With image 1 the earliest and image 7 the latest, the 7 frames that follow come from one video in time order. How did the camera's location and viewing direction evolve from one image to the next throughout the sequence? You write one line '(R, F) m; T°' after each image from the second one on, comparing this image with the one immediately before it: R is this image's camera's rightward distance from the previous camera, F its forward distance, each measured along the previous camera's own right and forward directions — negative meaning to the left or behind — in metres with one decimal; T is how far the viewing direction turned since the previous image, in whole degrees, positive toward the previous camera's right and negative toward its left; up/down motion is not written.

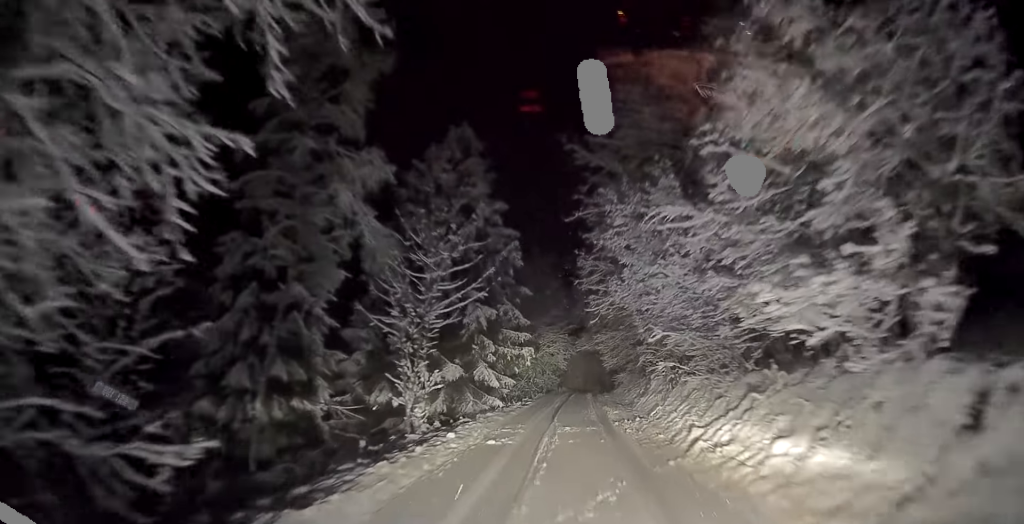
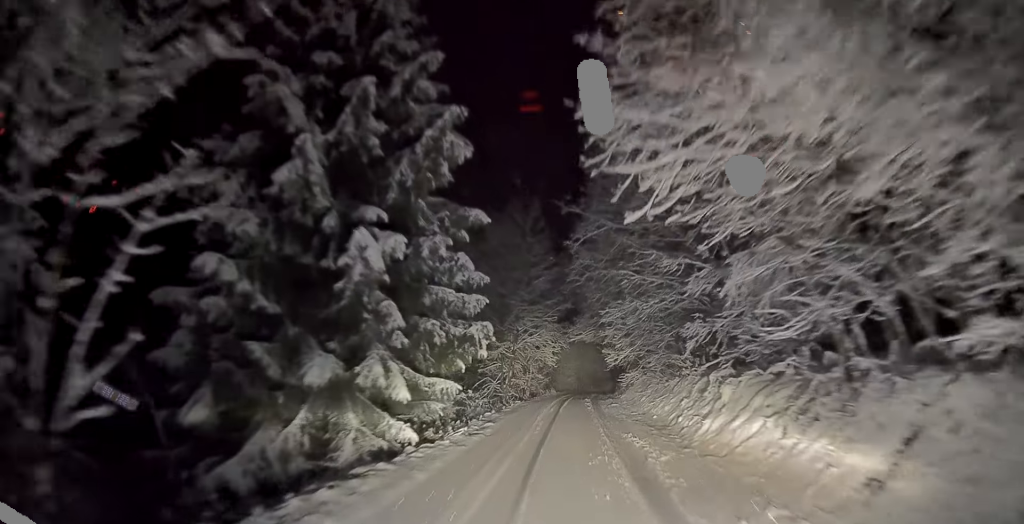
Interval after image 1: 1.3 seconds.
(+0.4, +10.8) m; +3°
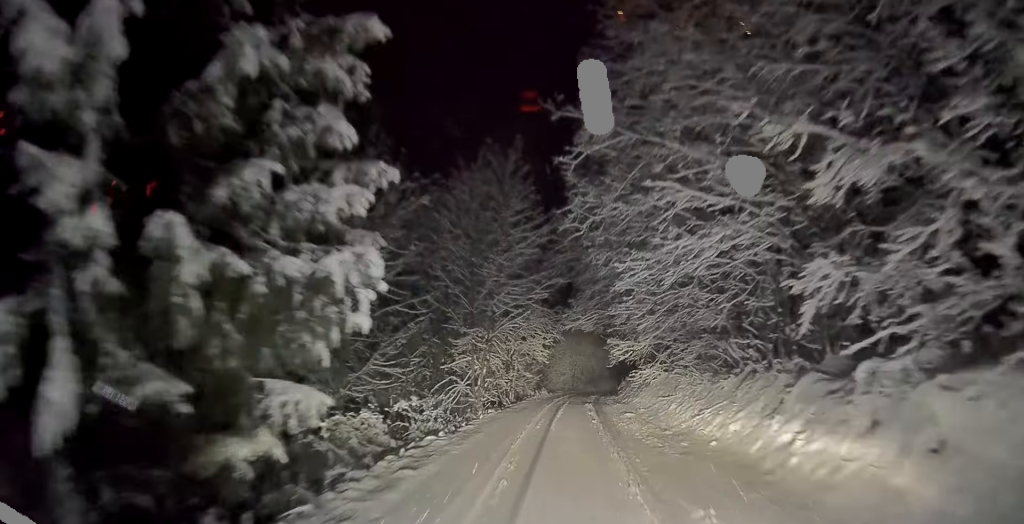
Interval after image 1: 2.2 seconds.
(+0.2, +7.2) m; -1°
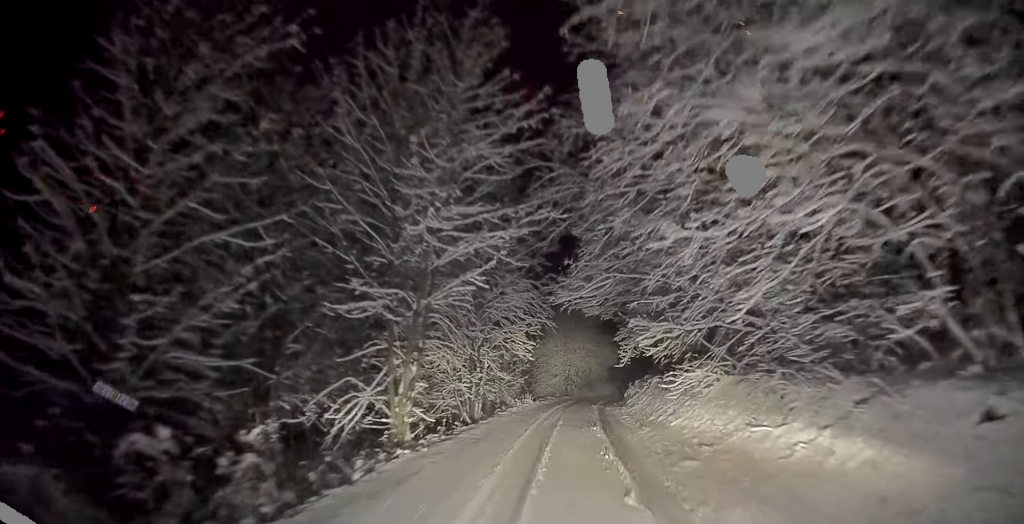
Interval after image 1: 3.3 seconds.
(-0.4, +8.9) m; 0°
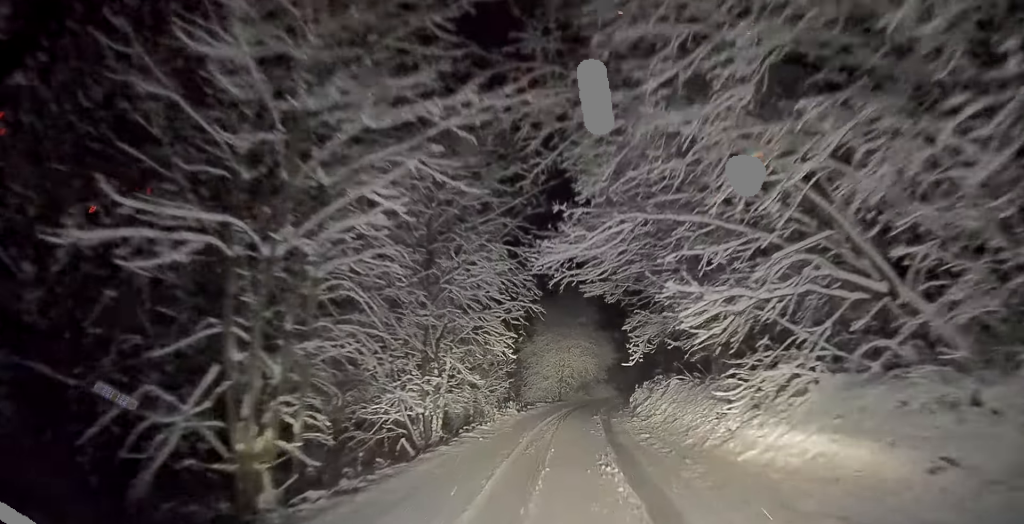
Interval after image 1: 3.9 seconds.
(+0.3, +5.4) m; +1°
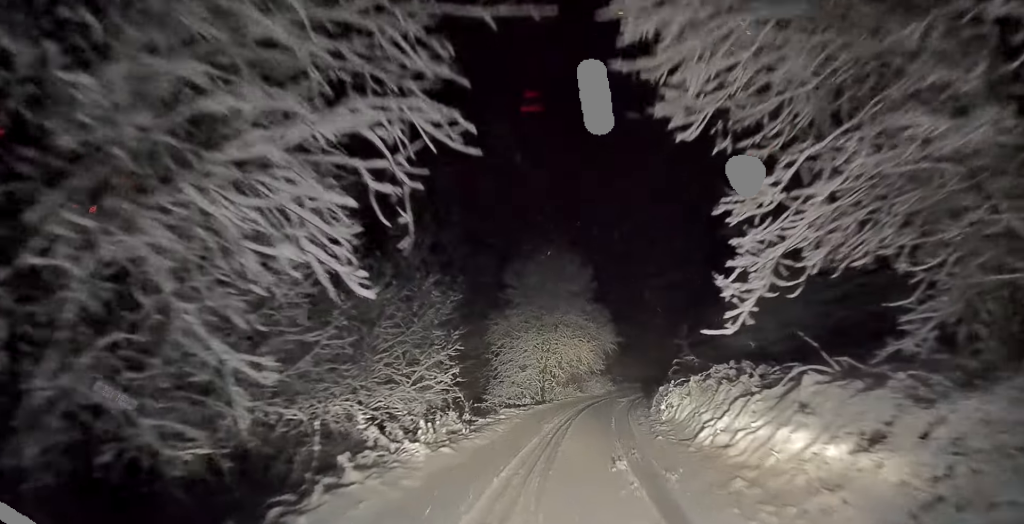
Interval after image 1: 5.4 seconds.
(-0.3, +11.0) m; -1°
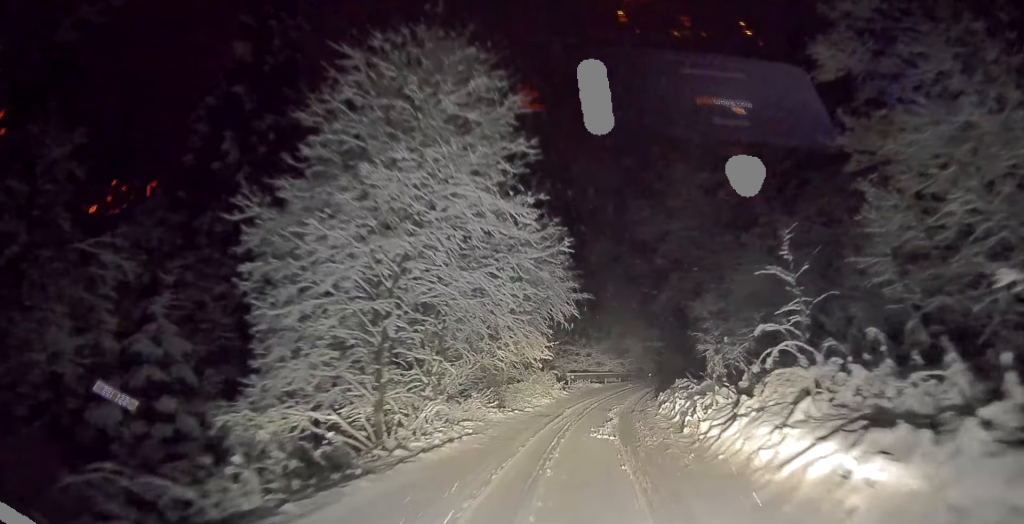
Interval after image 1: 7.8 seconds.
(+0.5, +18.7) m; +4°
